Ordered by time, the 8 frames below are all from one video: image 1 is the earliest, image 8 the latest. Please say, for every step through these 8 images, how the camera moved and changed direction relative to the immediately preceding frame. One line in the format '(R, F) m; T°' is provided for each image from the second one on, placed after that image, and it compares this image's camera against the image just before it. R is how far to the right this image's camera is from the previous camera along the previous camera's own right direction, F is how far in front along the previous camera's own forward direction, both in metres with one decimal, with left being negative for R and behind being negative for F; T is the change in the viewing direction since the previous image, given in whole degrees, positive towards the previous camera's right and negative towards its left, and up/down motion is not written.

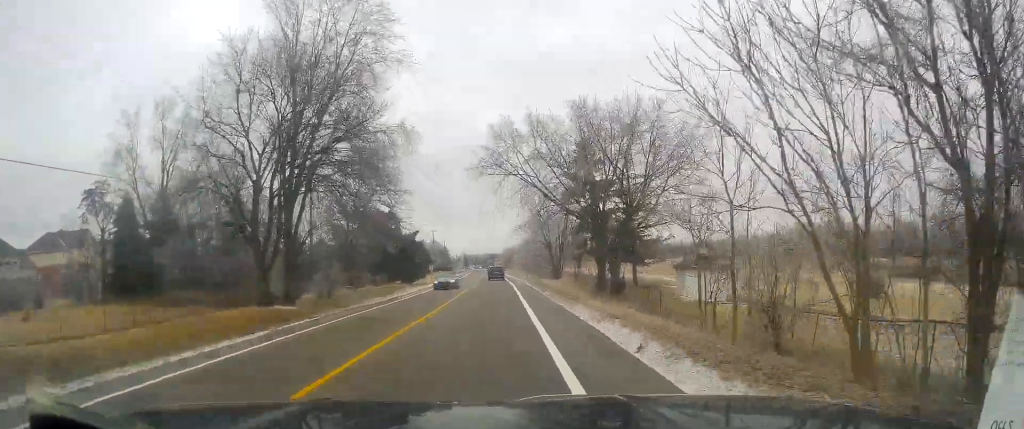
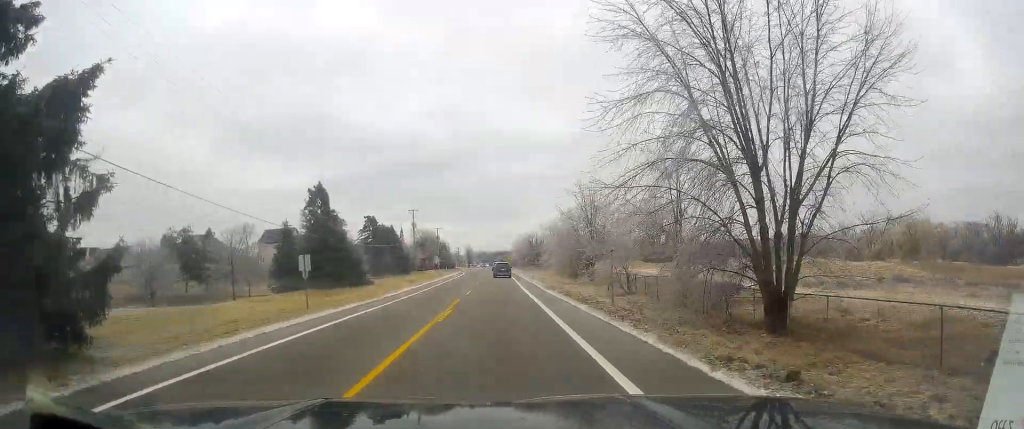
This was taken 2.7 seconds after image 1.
(-0.8, +64.9) m; -1°
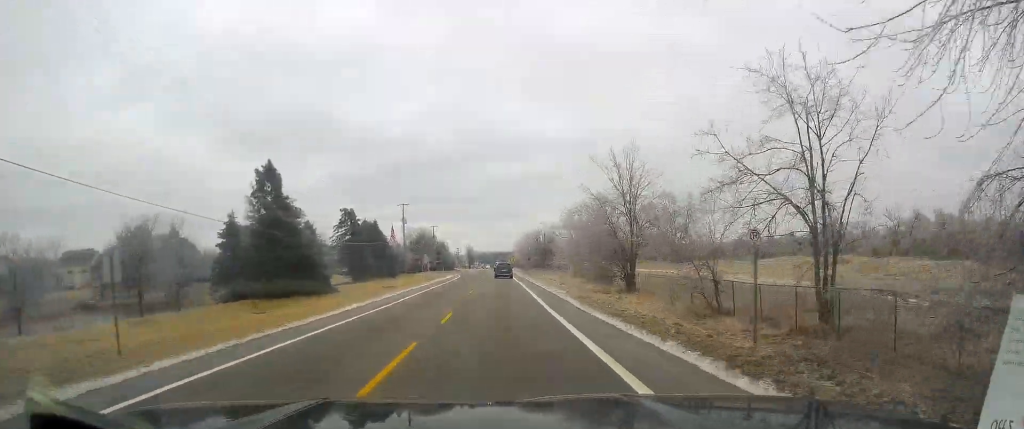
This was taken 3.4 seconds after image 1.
(-0.2, +16.2) m; 0°
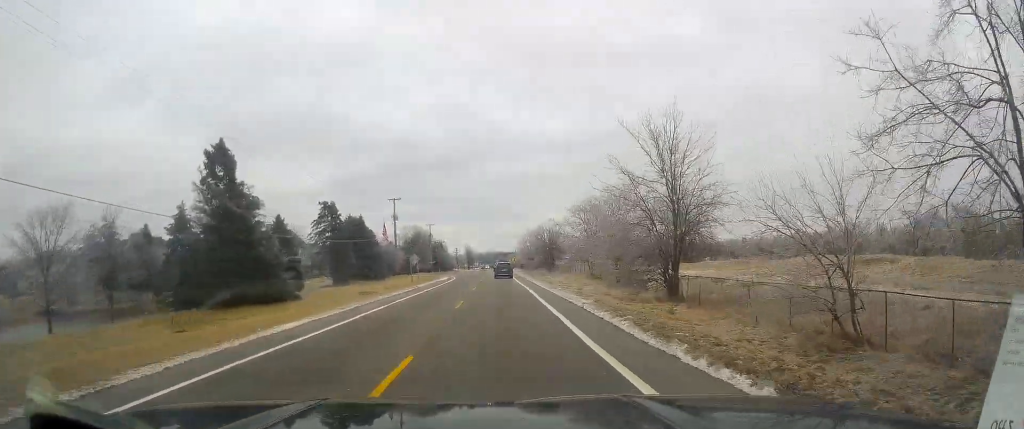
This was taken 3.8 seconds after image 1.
(+0.1, +9.9) m; +1°
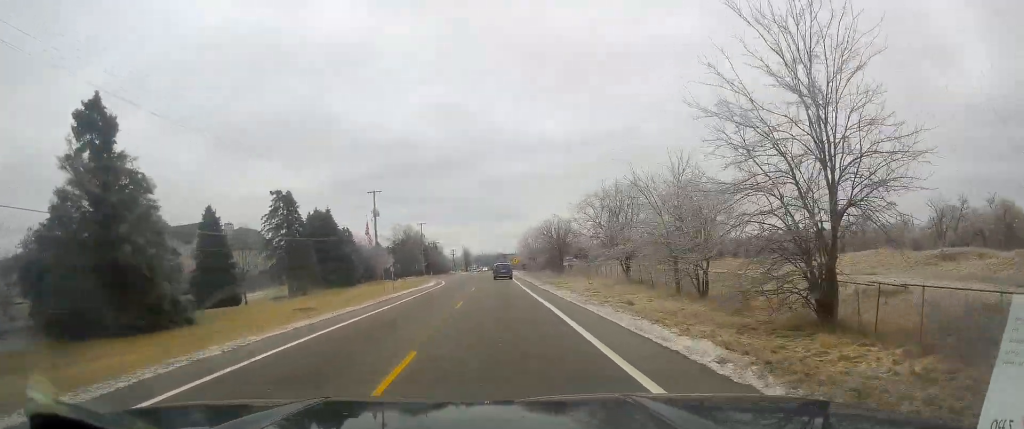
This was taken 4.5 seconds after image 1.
(+0.1, +15.2) m; 0°
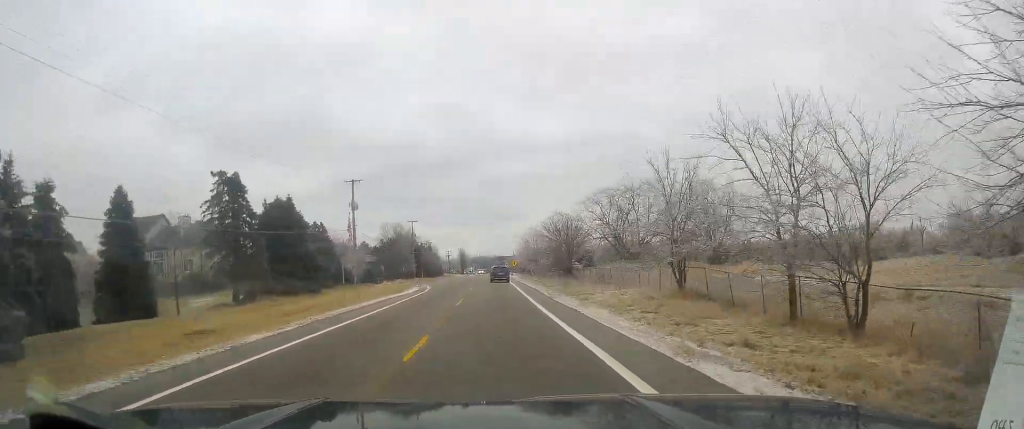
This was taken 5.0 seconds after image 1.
(+0.2, +12.1) m; 0°
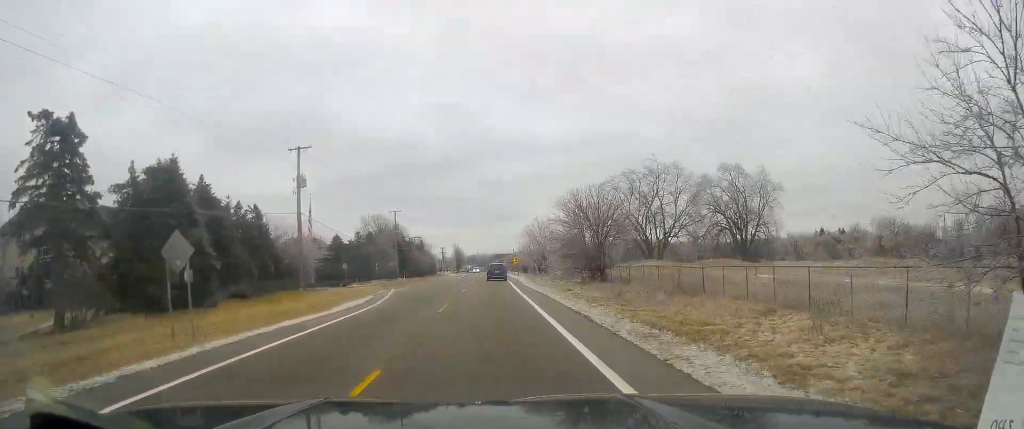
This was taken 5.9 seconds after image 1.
(-0.4, +20.4) m; +1°
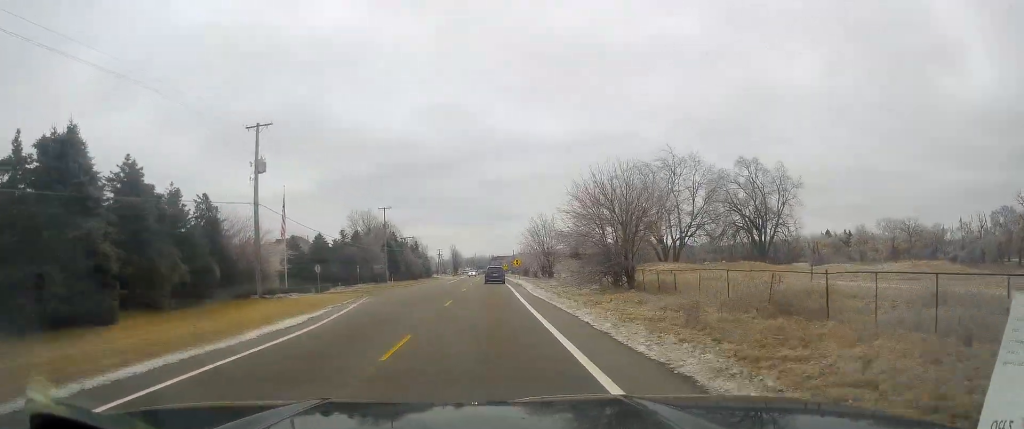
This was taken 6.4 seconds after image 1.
(+0.1, +9.9) m; +1°
